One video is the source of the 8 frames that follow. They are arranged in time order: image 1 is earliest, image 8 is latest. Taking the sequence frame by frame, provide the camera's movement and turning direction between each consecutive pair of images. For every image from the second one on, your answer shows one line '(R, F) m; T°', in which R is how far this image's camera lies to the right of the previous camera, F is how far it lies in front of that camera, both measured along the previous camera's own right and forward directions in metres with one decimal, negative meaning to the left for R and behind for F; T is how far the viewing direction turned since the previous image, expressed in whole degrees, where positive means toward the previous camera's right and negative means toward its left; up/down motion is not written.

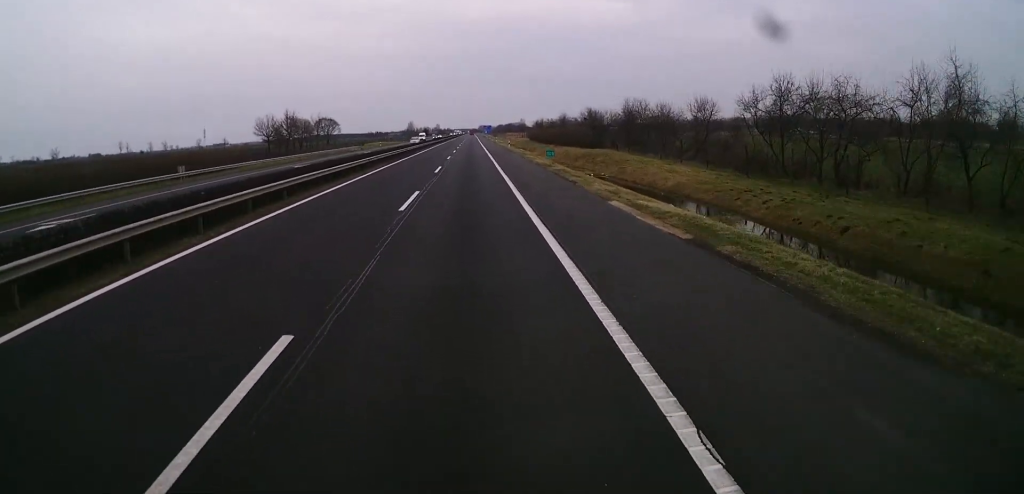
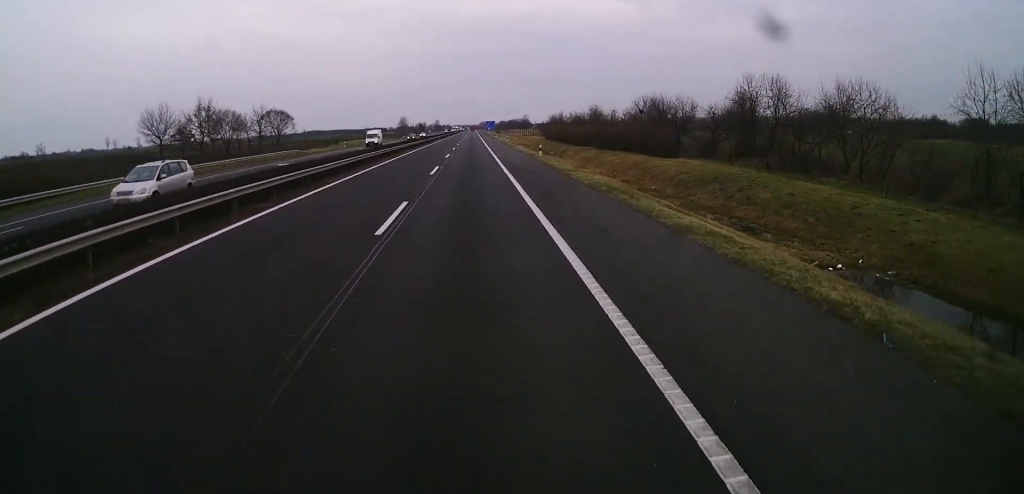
(+0.6, +41.7) m; +1°
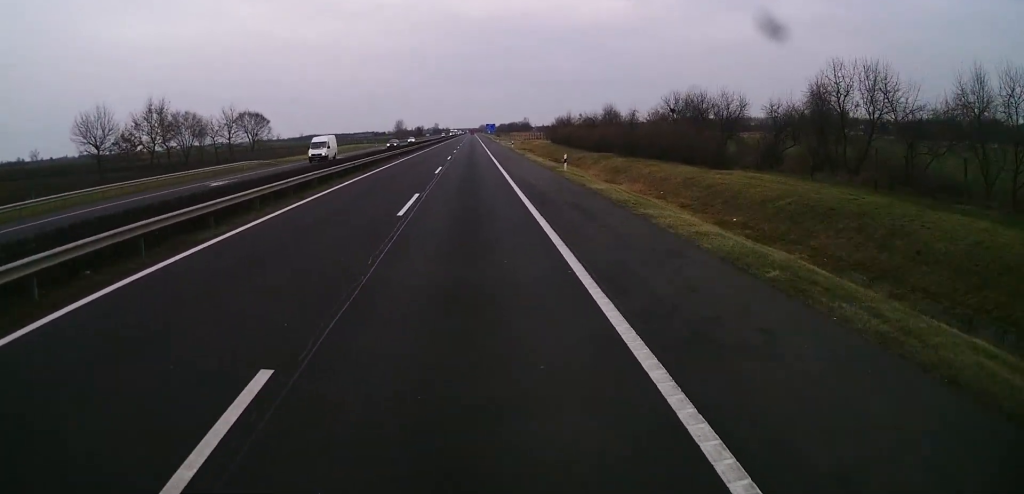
(+0.1, +13.9) m; 0°
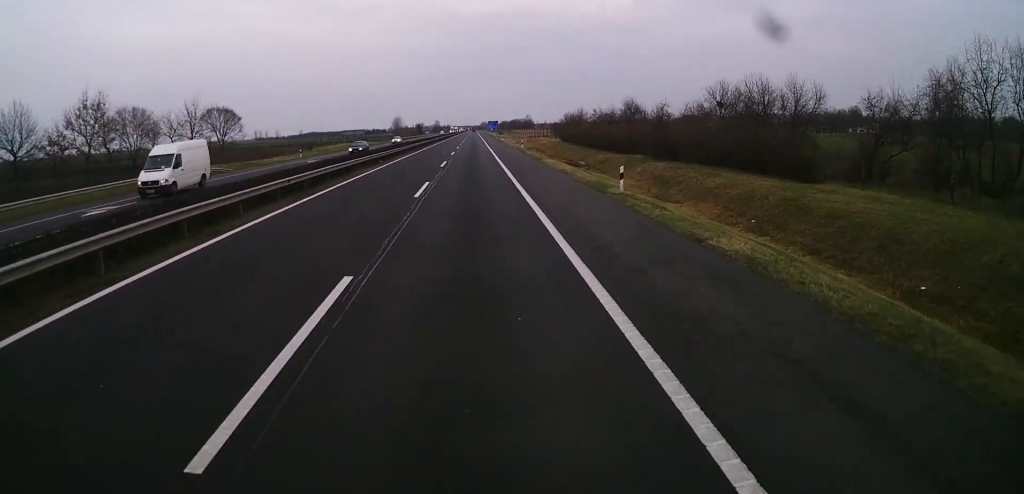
(-0.2, +13.9) m; 0°
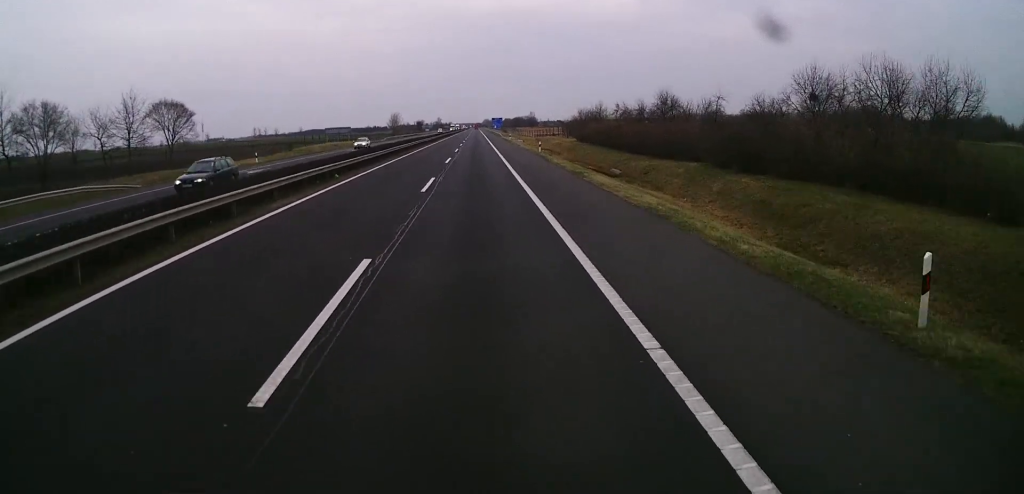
(0.0, +16.9) m; 0°
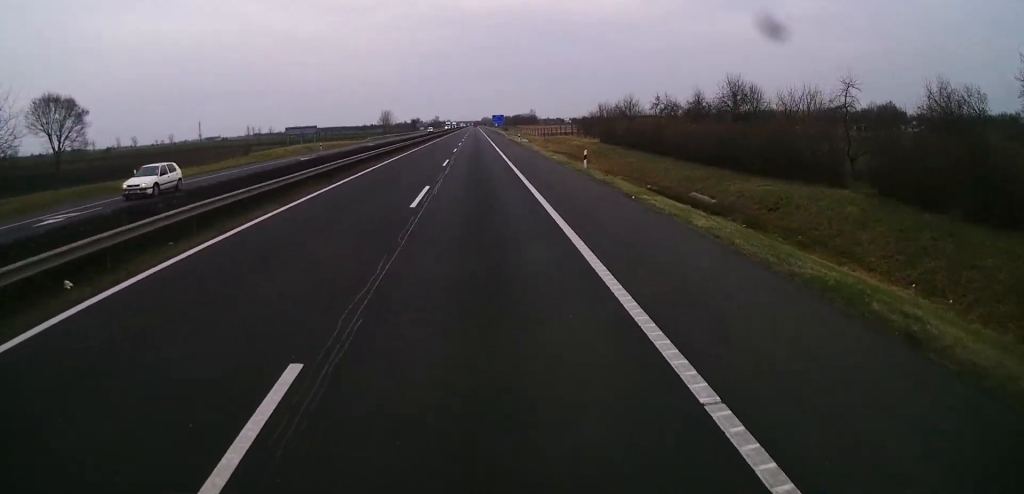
(0.0, +23.1) m; 0°
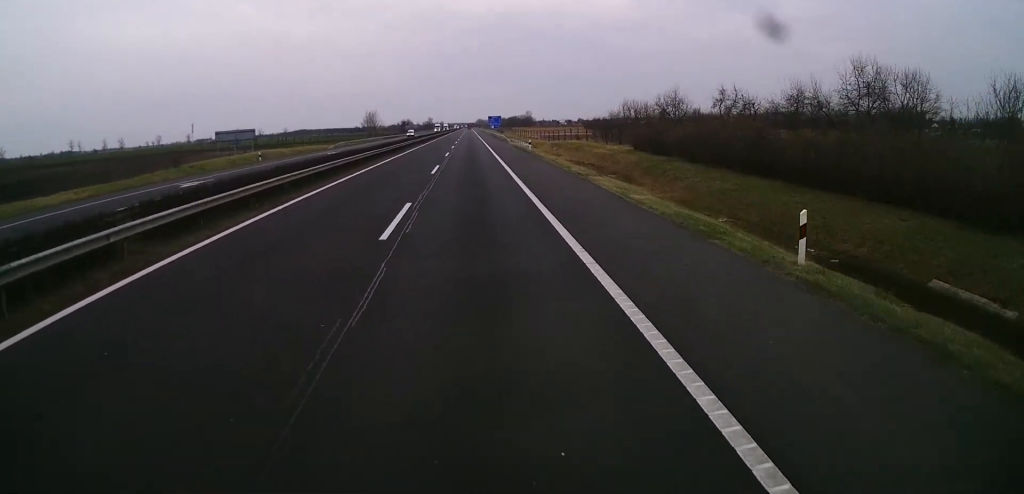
(-0.1, +23.2) m; 0°
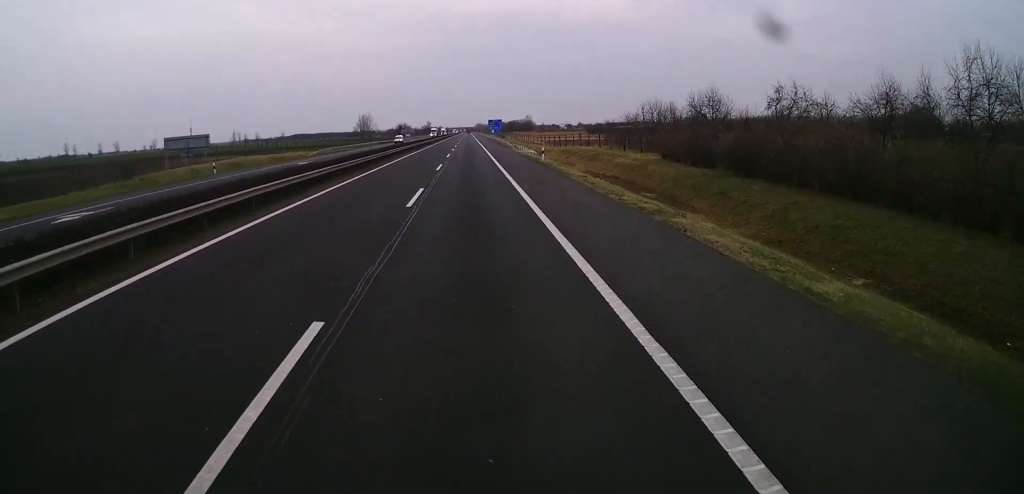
(-0.1, +11.6) m; 0°
